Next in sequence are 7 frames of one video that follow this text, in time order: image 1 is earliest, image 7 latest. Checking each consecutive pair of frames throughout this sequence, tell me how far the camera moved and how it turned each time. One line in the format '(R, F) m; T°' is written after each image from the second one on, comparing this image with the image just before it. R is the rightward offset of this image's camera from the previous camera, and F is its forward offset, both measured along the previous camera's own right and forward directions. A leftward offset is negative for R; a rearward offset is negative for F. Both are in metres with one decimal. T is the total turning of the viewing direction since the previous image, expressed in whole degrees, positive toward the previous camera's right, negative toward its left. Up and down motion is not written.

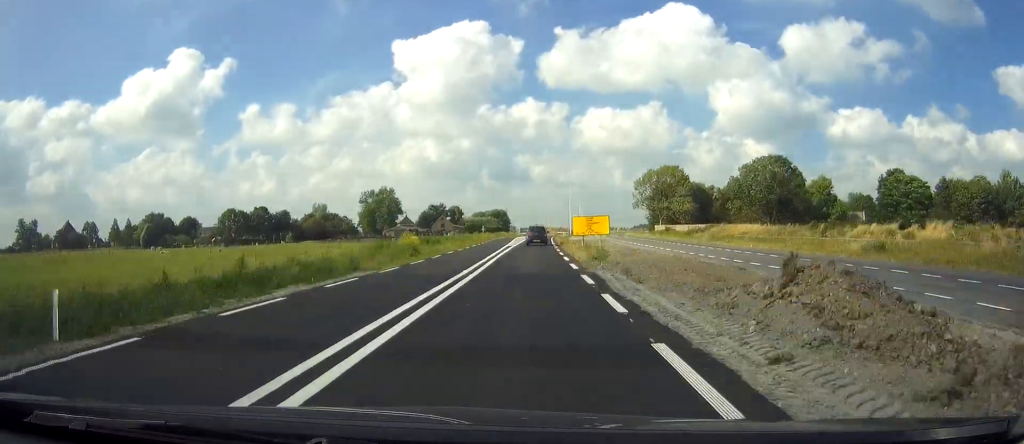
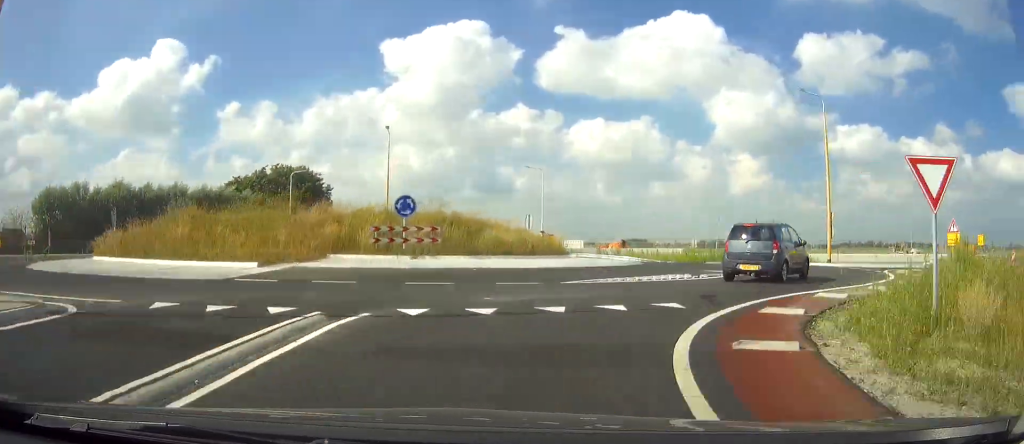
(+14.2, +253.4) m; +3°
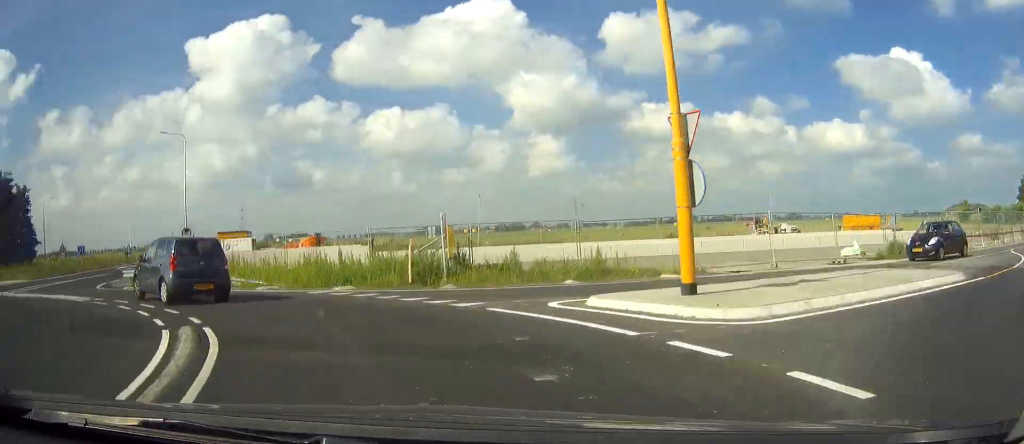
(+2.2, +39.7) m; -6°
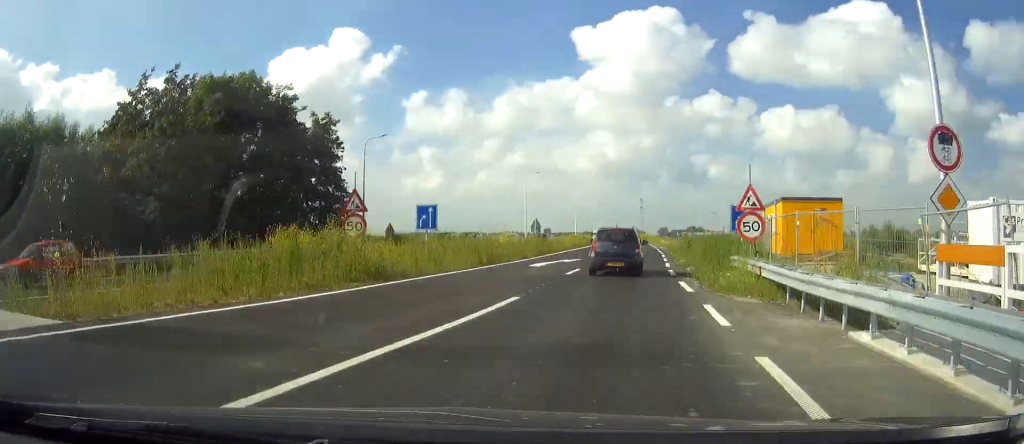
(-10.5, +50.7) m; -7°
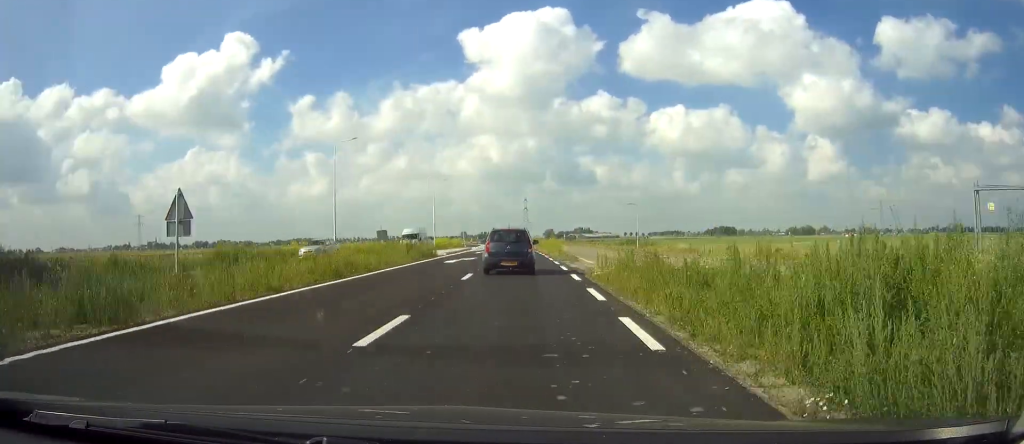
(+2.3, +42.6) m; 0°
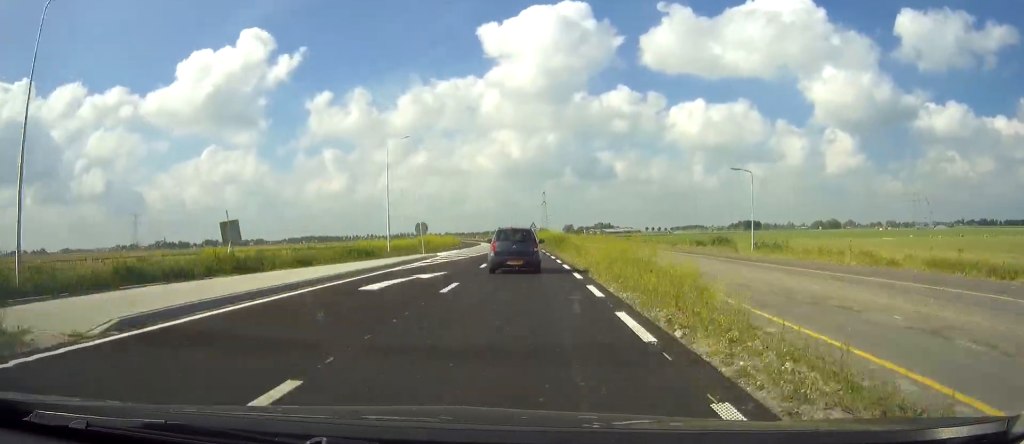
(+1.6, +38.6) m; 0°
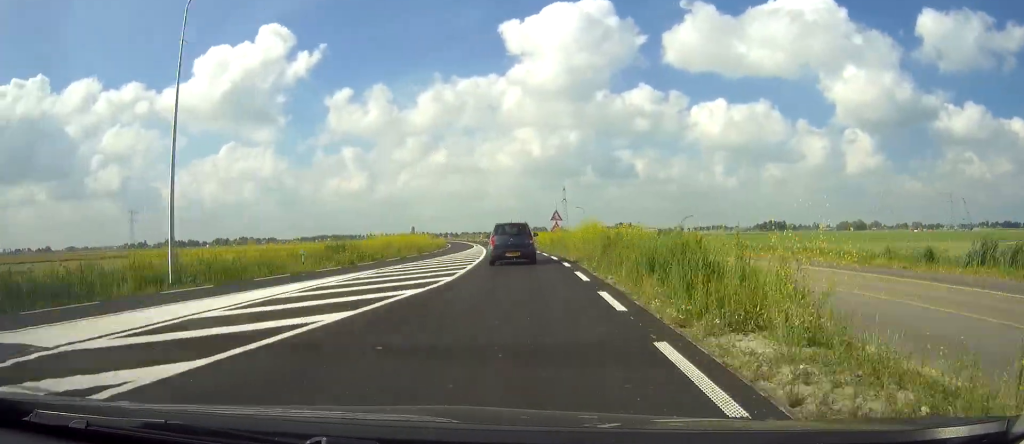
(-1.1, +39.4) m; -3°
